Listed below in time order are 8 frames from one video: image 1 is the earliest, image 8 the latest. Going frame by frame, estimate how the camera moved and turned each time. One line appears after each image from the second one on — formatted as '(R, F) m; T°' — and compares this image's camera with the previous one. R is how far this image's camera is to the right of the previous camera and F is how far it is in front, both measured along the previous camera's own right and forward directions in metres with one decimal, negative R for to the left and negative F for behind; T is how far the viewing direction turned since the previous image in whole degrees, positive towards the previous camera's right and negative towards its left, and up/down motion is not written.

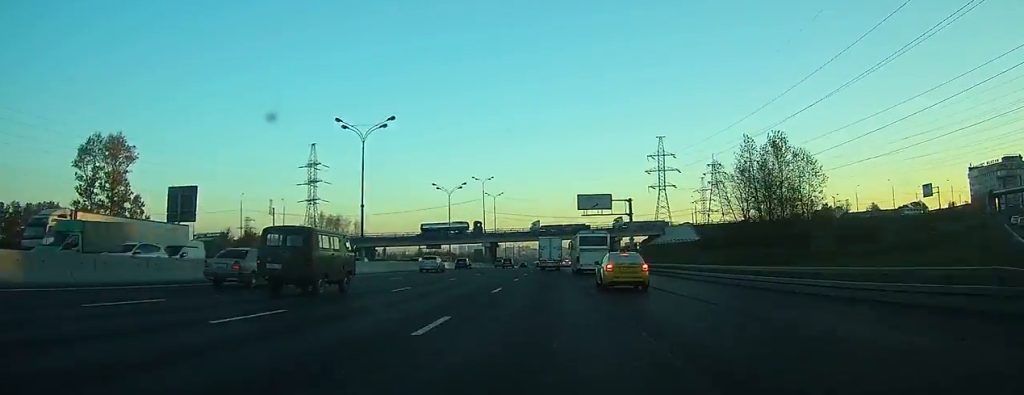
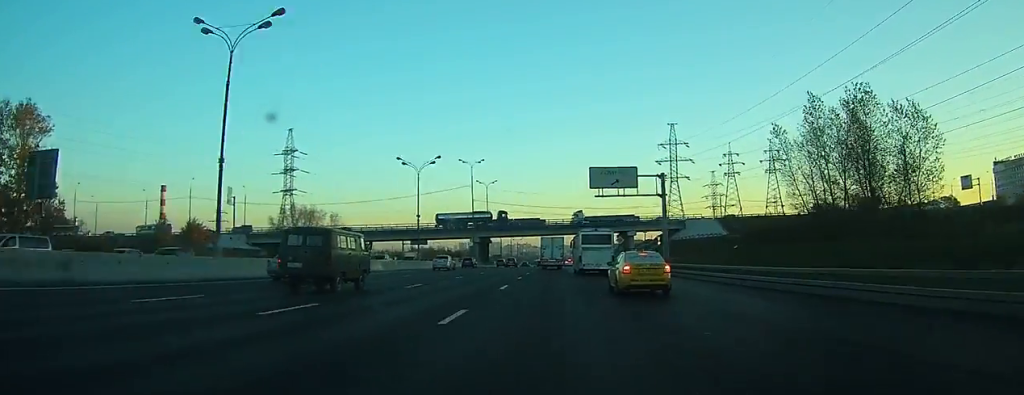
(0.0, +25.0) m; 0°
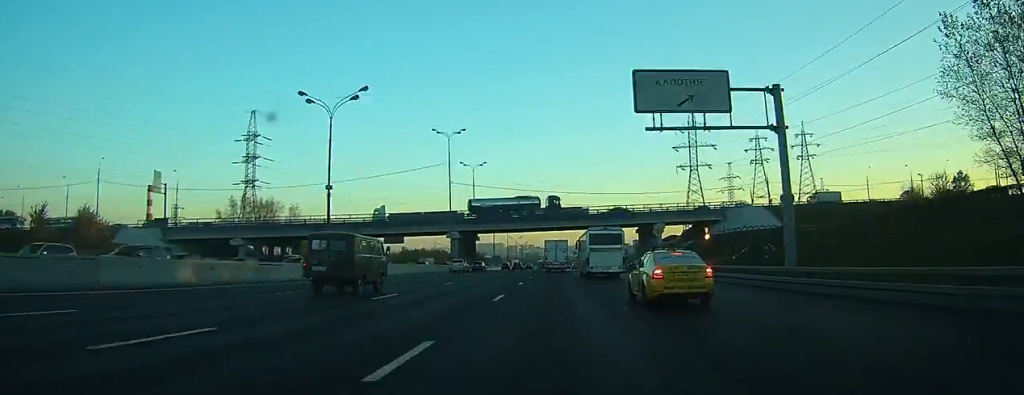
(0.0, +32.7) m; 0°
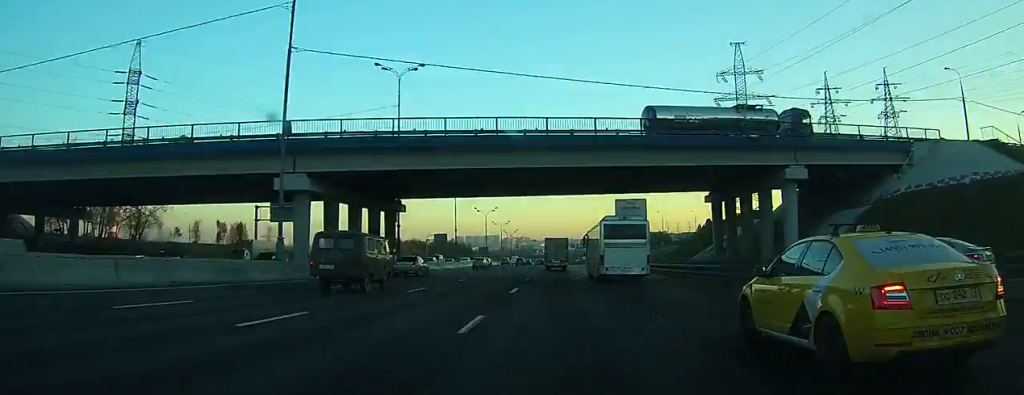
(+0.1, +59.0) m; 0°
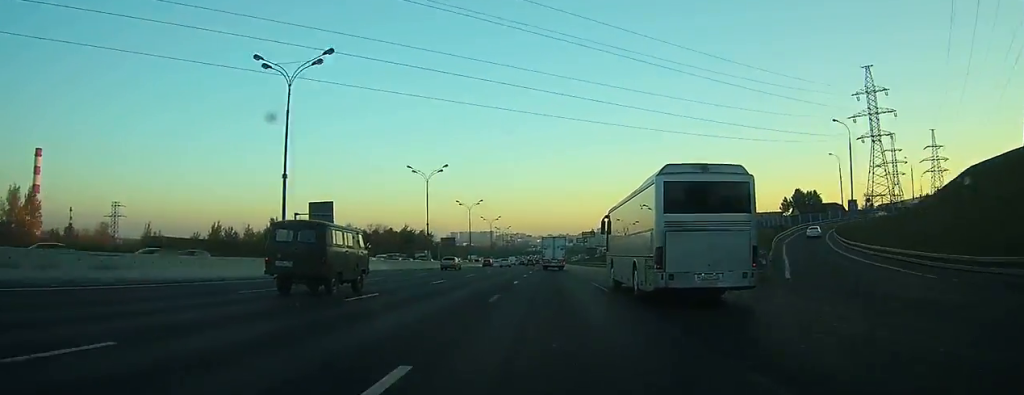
(+0.5, +96.7) m; 0°
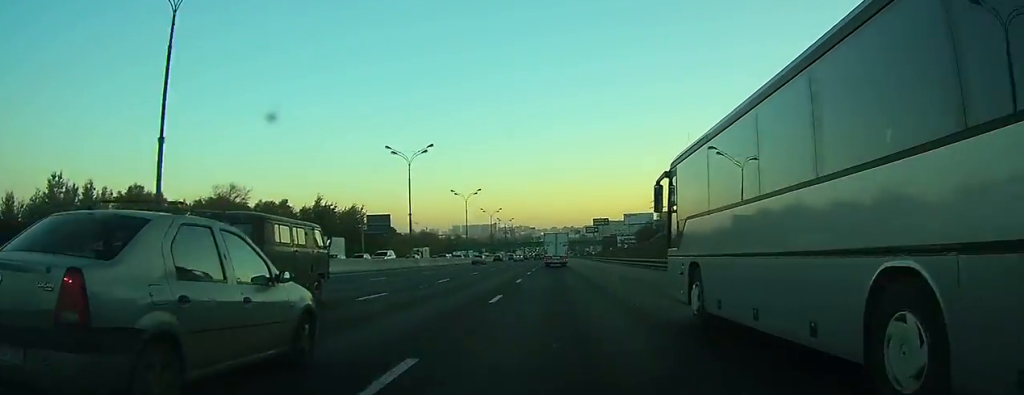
(0.0, +87.0) m; 0°
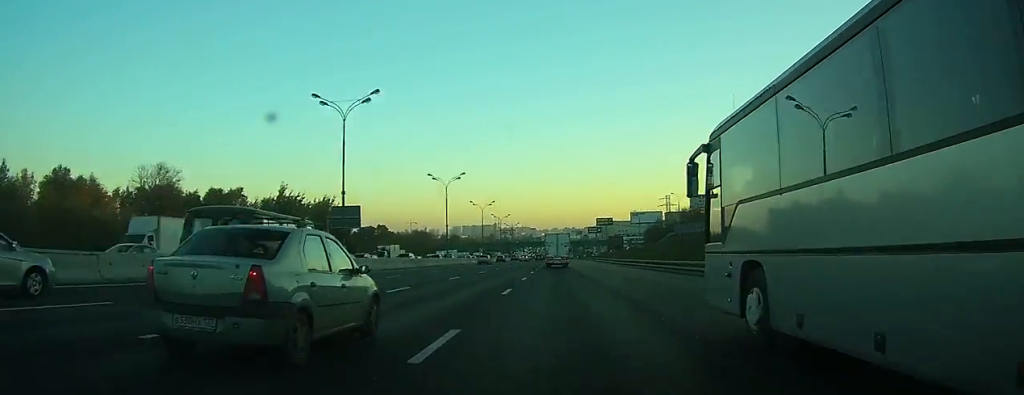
(0.0, +19.7) m; 0°
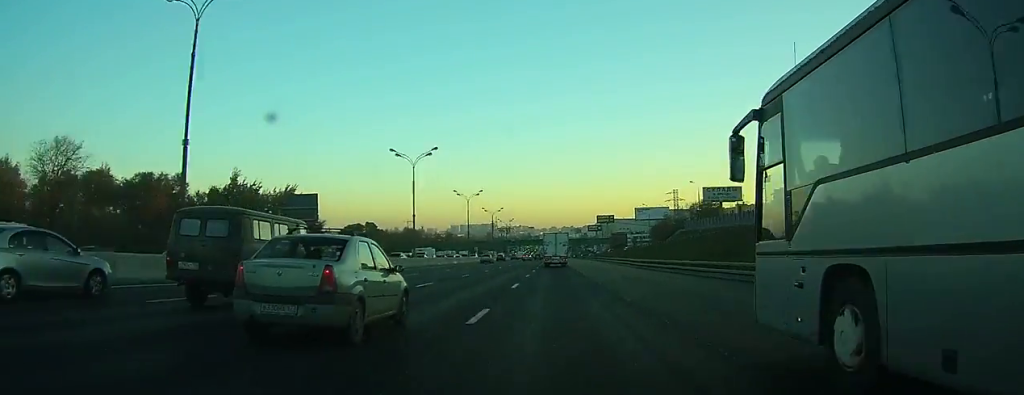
(0.0, +18.2) m; 0°
